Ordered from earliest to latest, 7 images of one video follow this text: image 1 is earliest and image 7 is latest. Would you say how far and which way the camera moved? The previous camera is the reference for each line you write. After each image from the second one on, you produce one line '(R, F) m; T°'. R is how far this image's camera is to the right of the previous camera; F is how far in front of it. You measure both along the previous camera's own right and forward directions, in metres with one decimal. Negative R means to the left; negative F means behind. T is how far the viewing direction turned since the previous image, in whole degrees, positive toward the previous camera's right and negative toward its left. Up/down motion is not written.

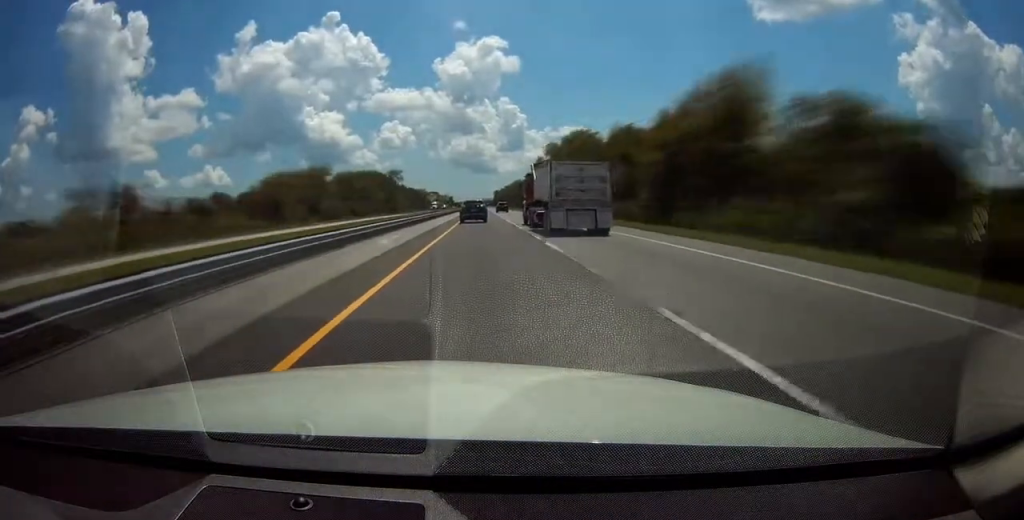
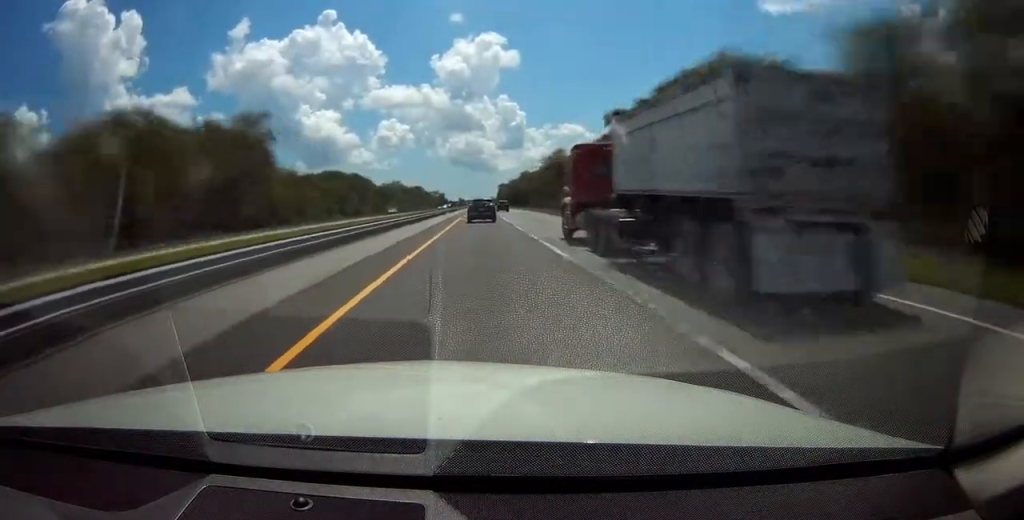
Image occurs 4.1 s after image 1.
(-0.3, +136.8) m; 0°
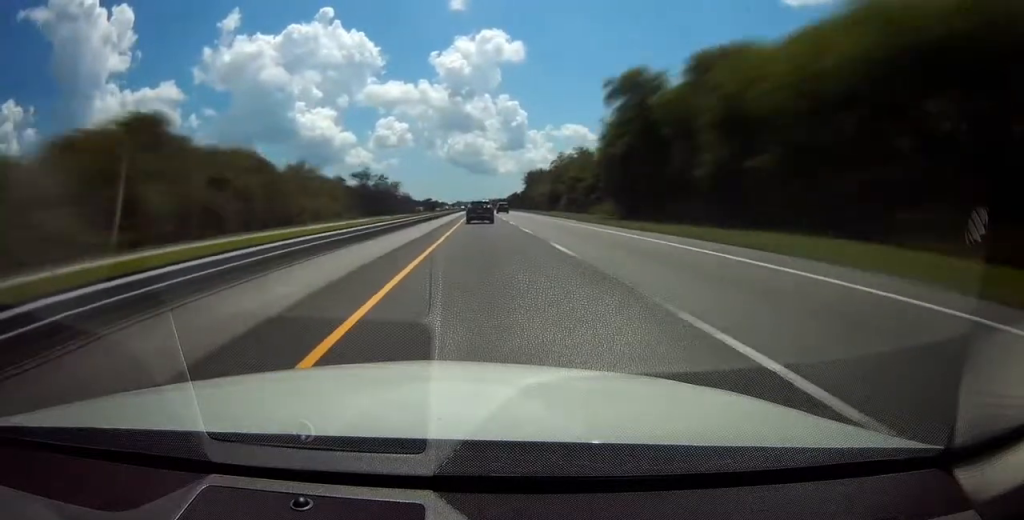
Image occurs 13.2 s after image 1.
(+0.5, +306.0) m; 0°
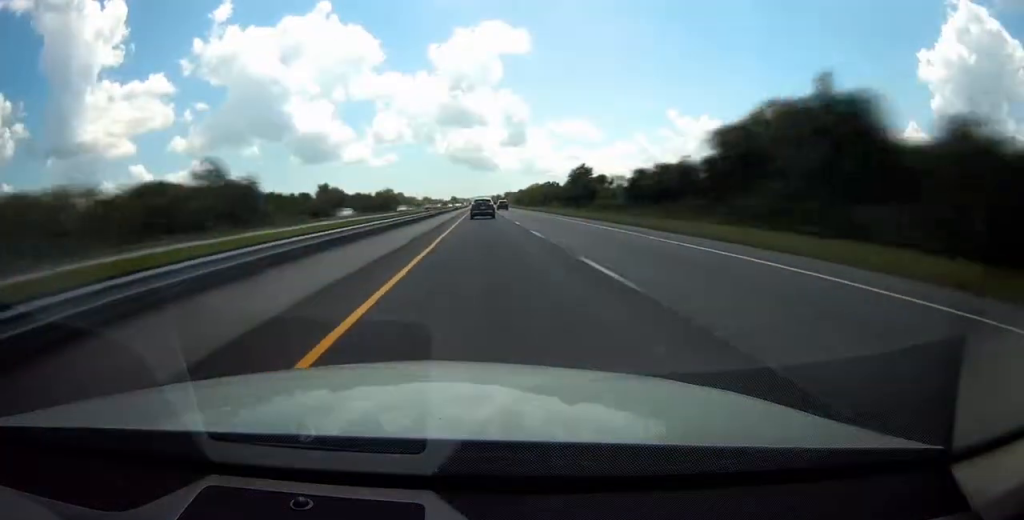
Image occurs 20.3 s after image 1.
(-0.1, +237.4) m; 0°
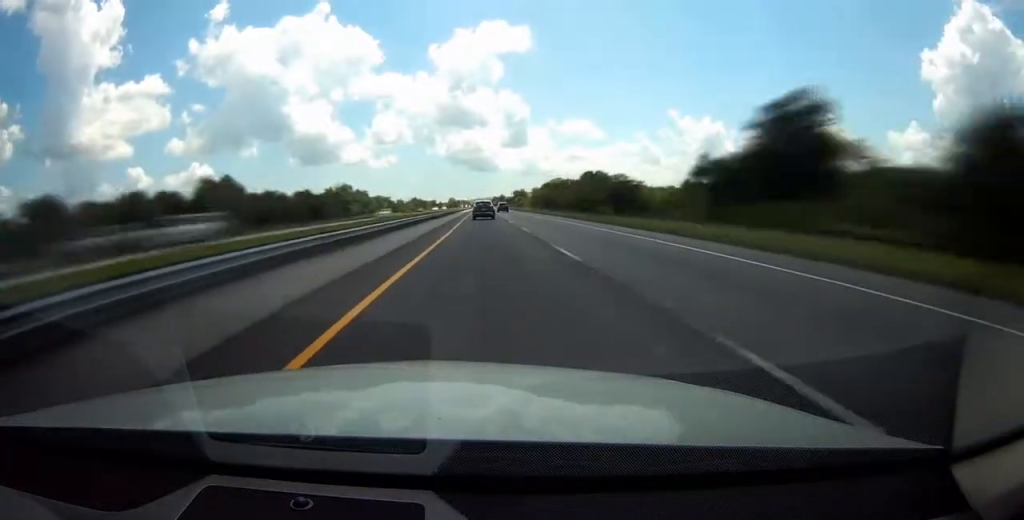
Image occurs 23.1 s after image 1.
(-0.2, +95.3) m; 0°
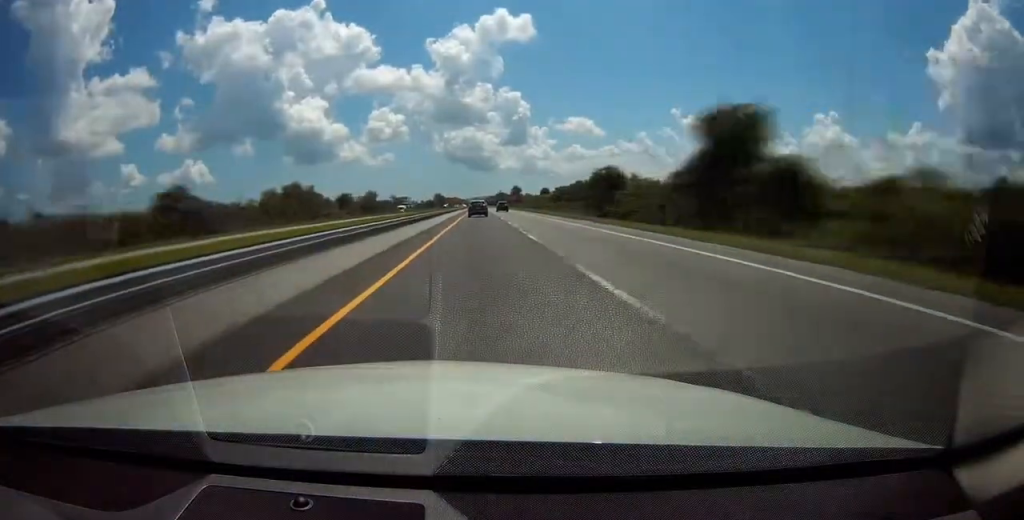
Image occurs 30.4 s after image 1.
(0.0, +253.8) m; 0°
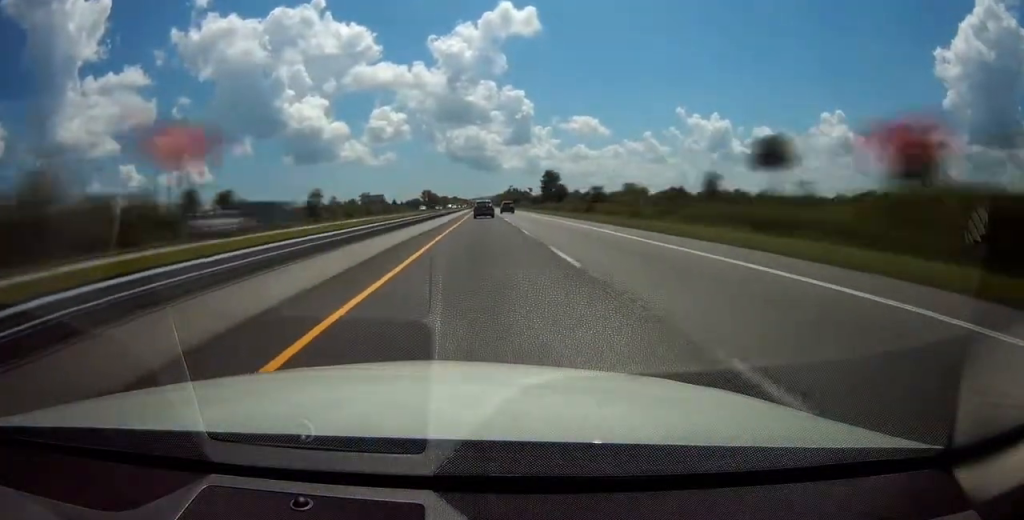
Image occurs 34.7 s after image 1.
(+0.4, +149.6) m; 0°
